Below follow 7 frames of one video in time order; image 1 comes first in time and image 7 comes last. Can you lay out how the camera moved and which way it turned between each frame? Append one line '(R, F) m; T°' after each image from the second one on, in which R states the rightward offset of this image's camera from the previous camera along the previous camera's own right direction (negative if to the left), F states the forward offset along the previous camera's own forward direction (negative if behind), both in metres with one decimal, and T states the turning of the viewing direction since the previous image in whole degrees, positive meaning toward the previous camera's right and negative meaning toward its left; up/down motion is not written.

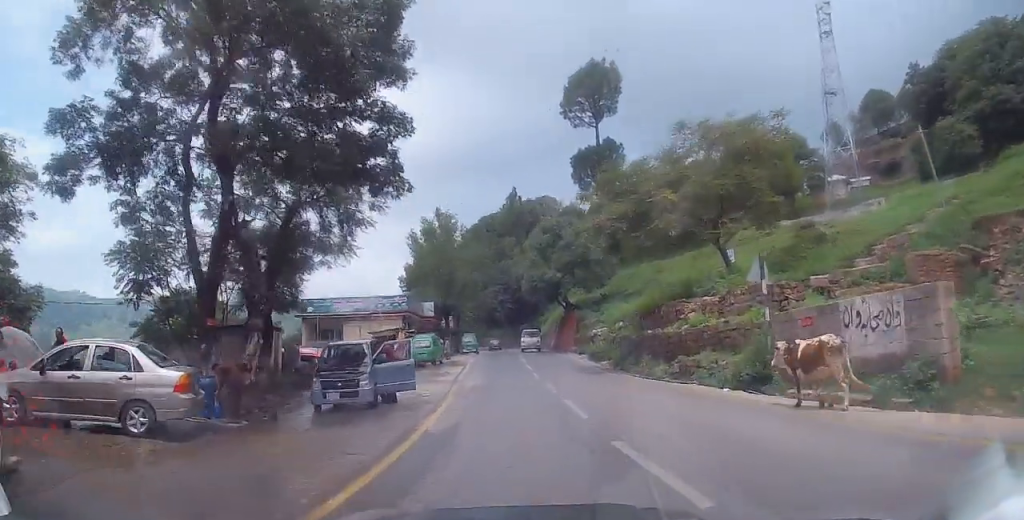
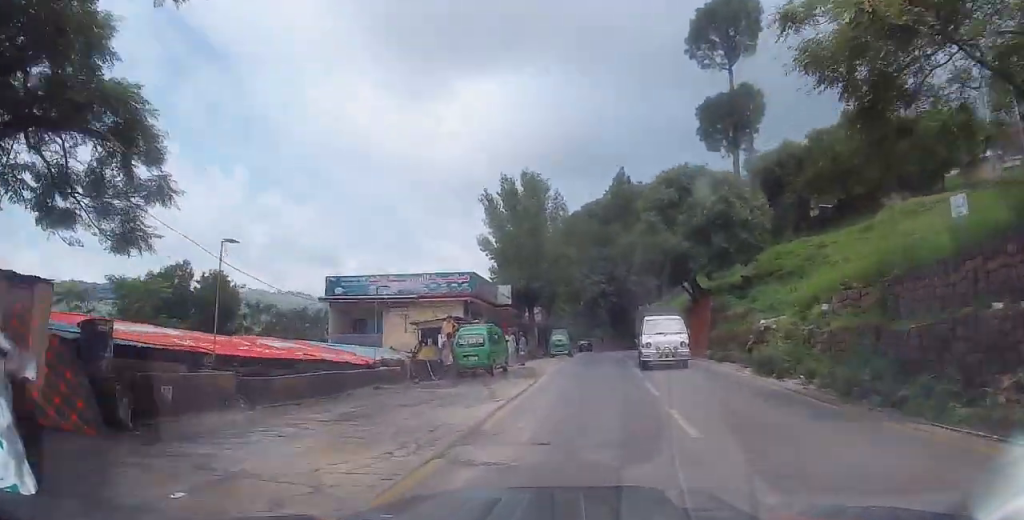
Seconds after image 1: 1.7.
(-2.4, +14.4) m; -10°
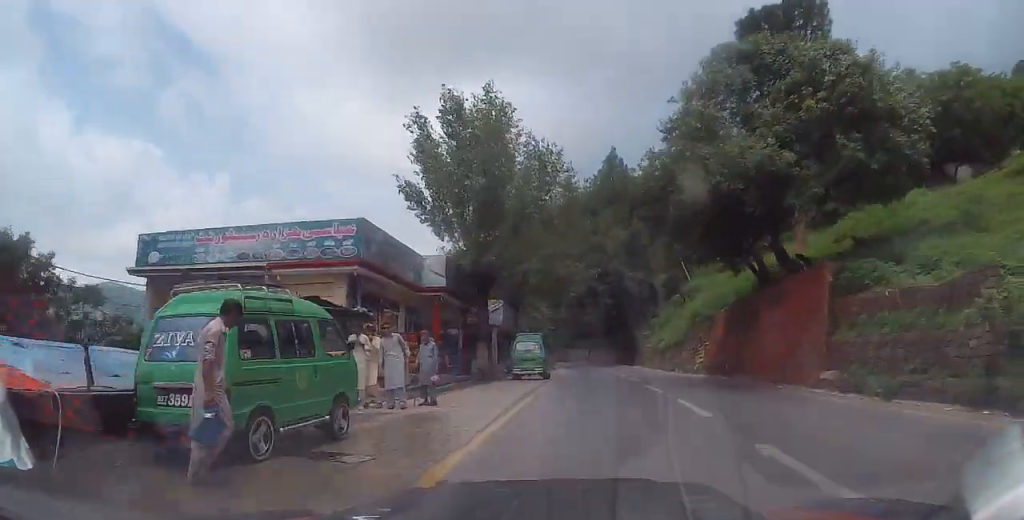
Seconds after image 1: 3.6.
(+0.3, +16.8) m; +3°
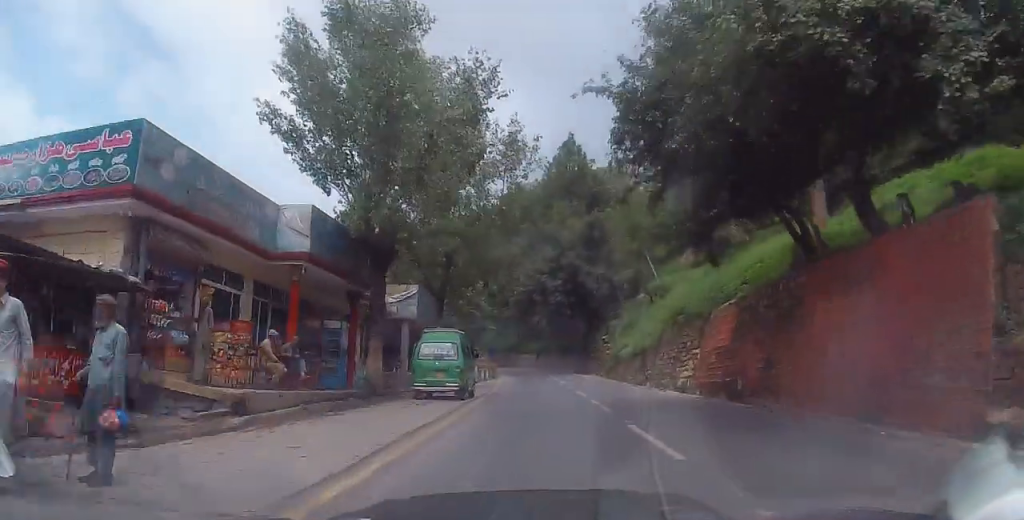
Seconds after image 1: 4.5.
(+0.4, +8.5) m; +1°
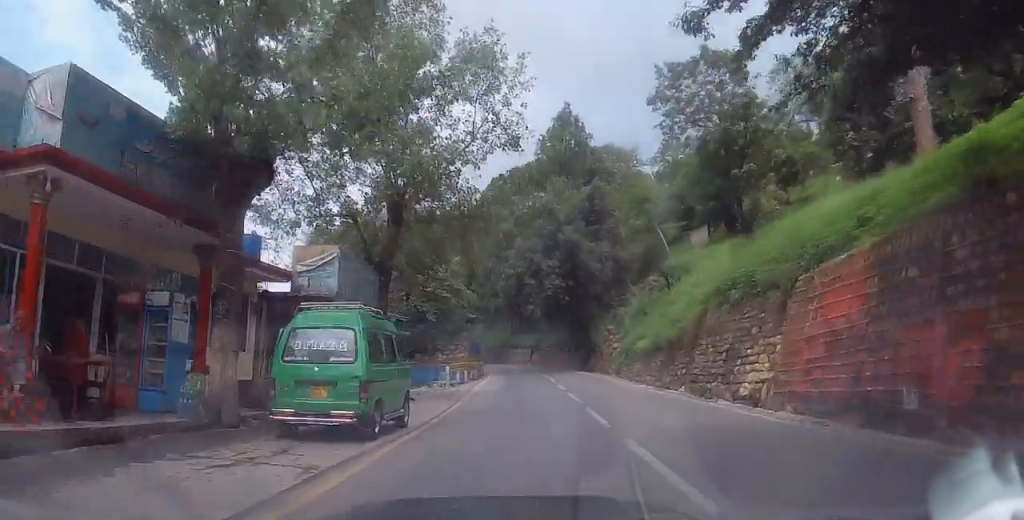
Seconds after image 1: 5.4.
(-0.1, +8.4) m; -1°
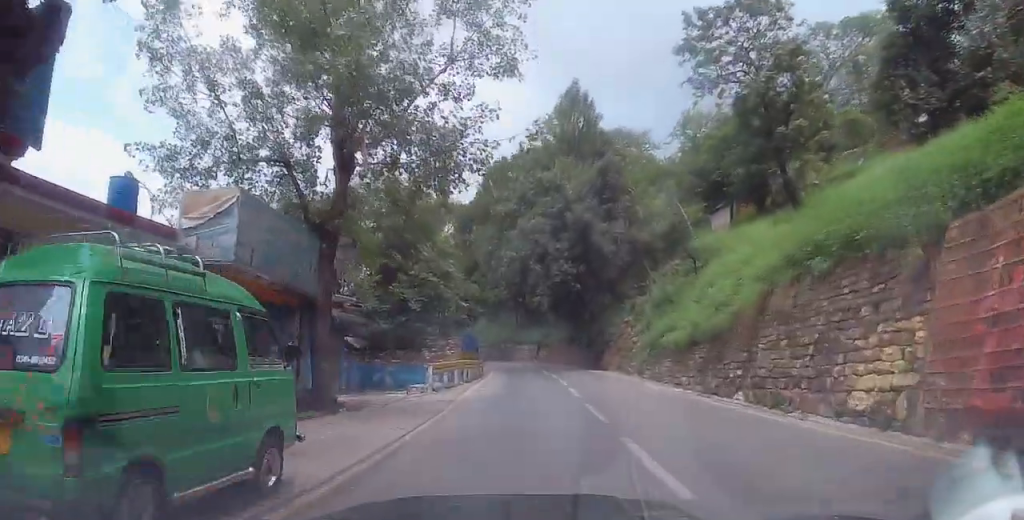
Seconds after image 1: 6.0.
(-0.1, +5.7) m; -1°
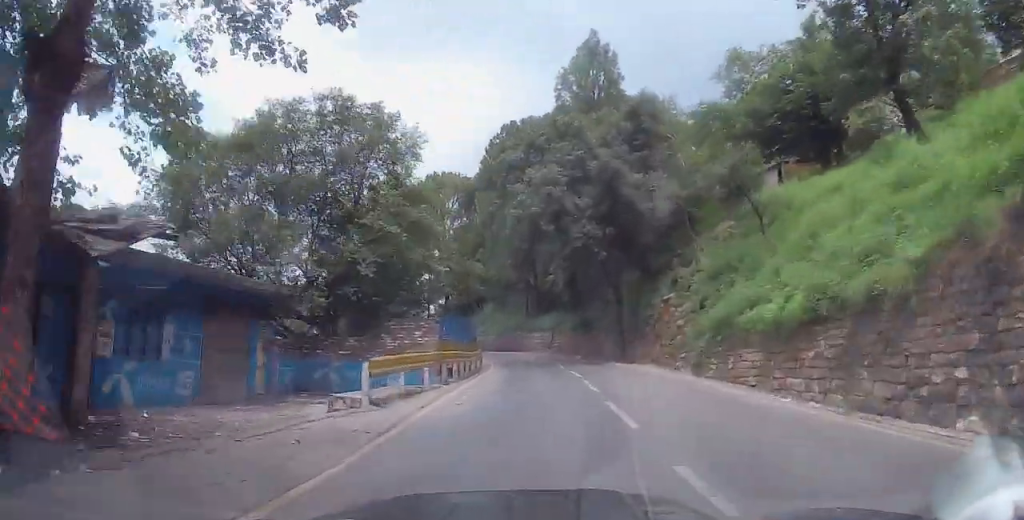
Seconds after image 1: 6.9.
(+0.1, +8.8) m; -1°
